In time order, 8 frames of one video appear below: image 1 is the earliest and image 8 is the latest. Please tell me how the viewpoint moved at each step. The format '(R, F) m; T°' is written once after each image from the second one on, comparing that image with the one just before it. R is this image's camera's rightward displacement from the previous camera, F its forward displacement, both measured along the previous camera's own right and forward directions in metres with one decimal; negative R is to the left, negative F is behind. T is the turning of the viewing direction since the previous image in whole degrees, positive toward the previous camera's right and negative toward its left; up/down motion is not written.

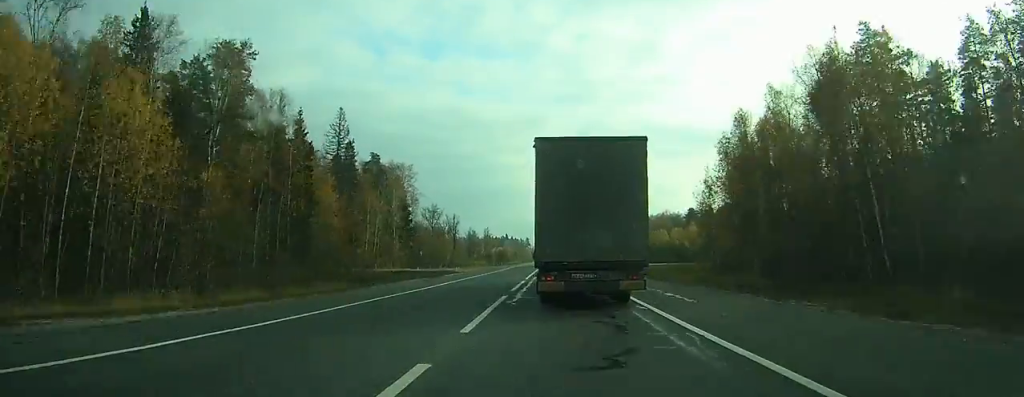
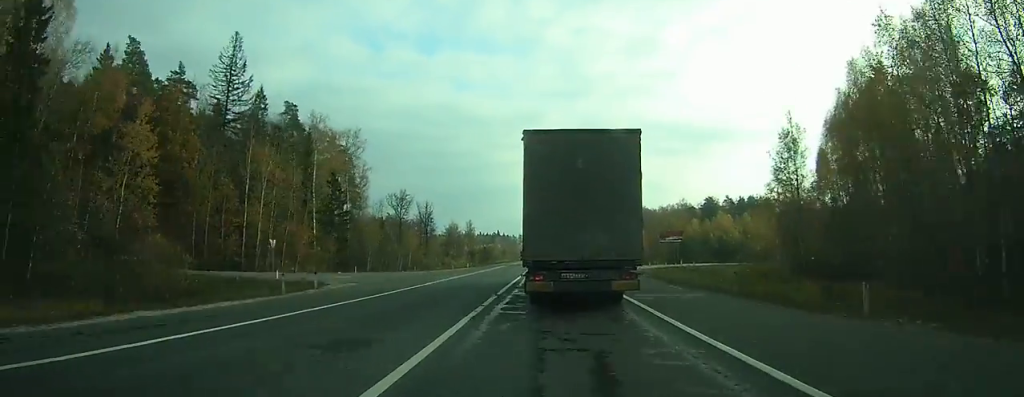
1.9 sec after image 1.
(+0.1, +40.8) m; 0°
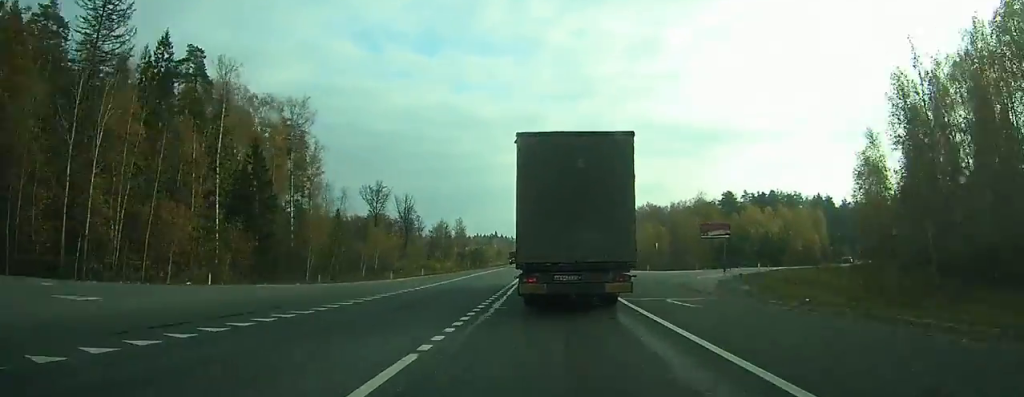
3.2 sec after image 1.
(0.0, +25.1) m; 0°
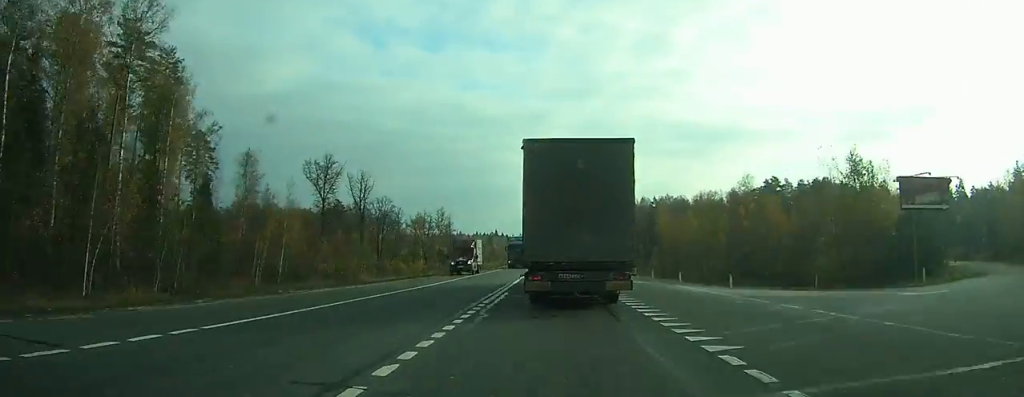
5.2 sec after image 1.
(+0.1, +38.0) m; 0°
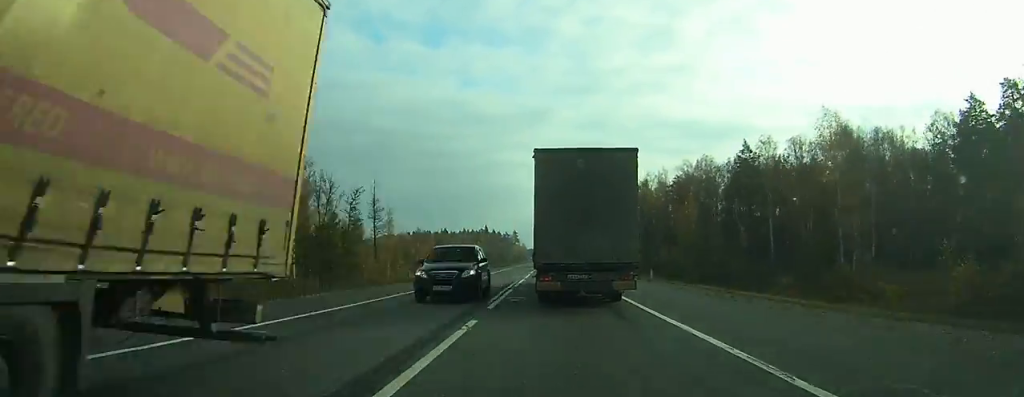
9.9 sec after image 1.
(-0.2, +101.7) m; 0°
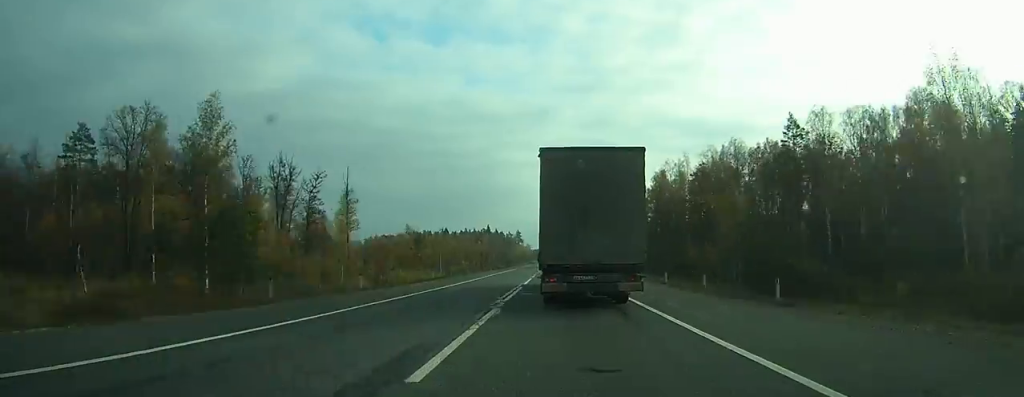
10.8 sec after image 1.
(+0.1, +22.0) m; 0°
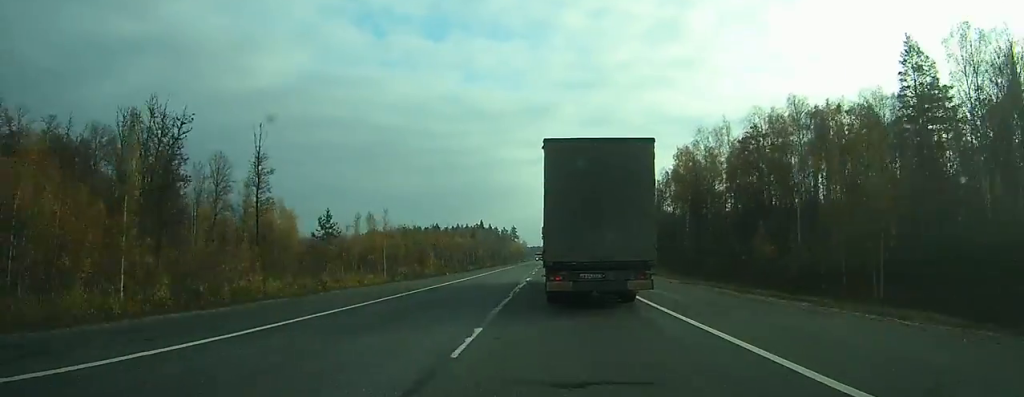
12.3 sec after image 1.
(-0.1, +33.9) m; 0°
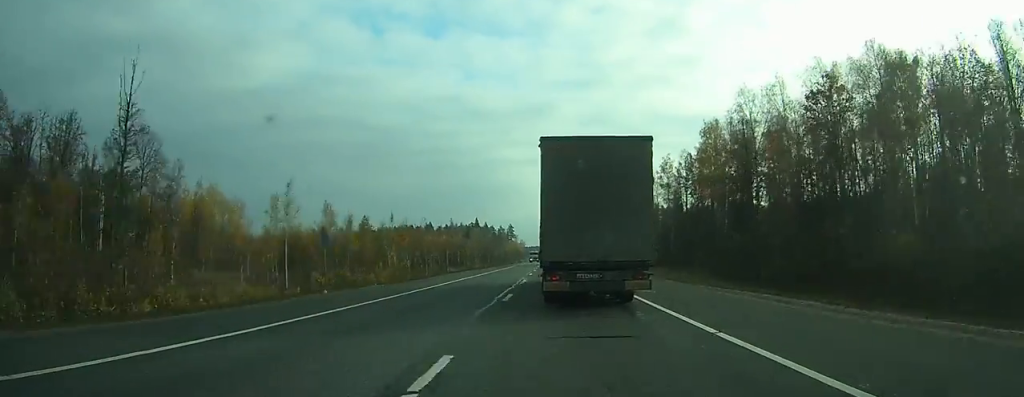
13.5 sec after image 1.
(0.0, +25.3) m; 0°
